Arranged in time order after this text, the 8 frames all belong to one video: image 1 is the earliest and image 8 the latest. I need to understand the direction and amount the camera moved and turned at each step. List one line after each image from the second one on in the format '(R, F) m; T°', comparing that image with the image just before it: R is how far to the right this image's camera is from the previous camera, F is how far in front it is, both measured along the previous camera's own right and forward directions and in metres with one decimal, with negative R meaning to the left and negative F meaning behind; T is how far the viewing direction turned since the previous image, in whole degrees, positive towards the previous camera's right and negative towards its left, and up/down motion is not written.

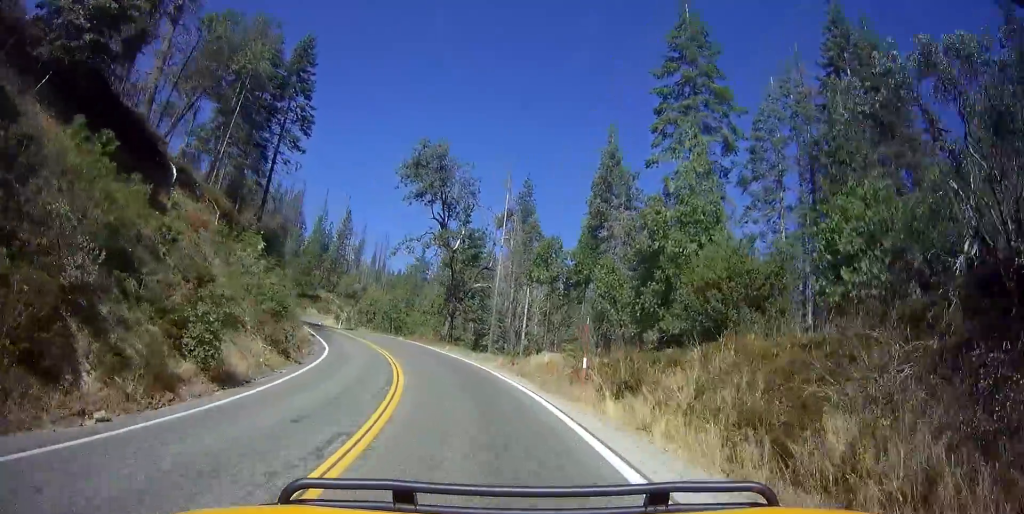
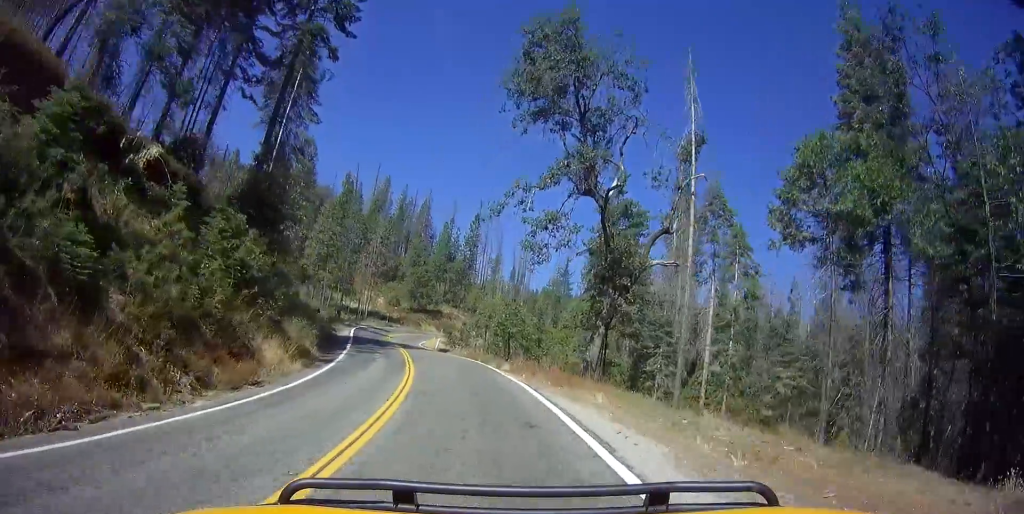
(+3.5, +23.0) m; +6°
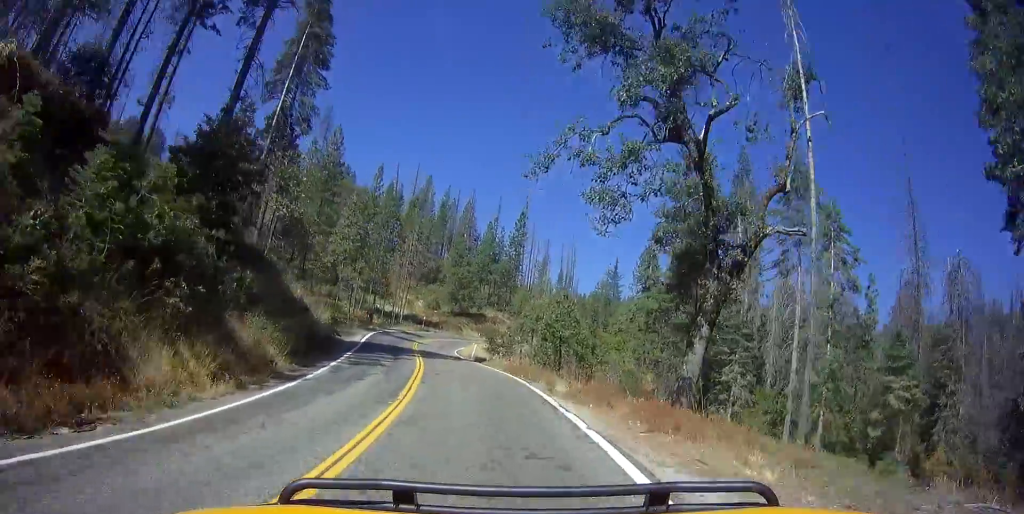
(+0.3, +7.9) m; -3°
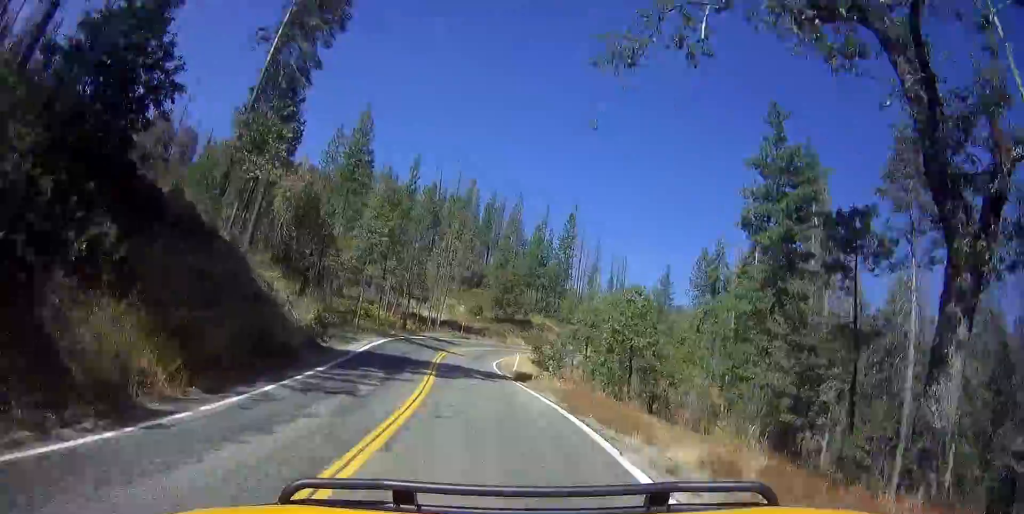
(-0.8, +8.5) m; -4°
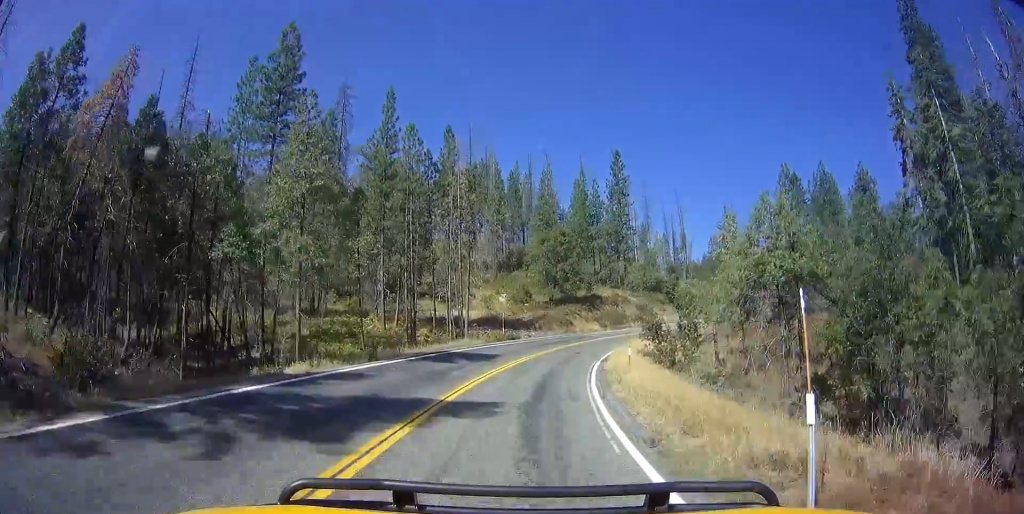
(-1.2, +28.7) m; +4°
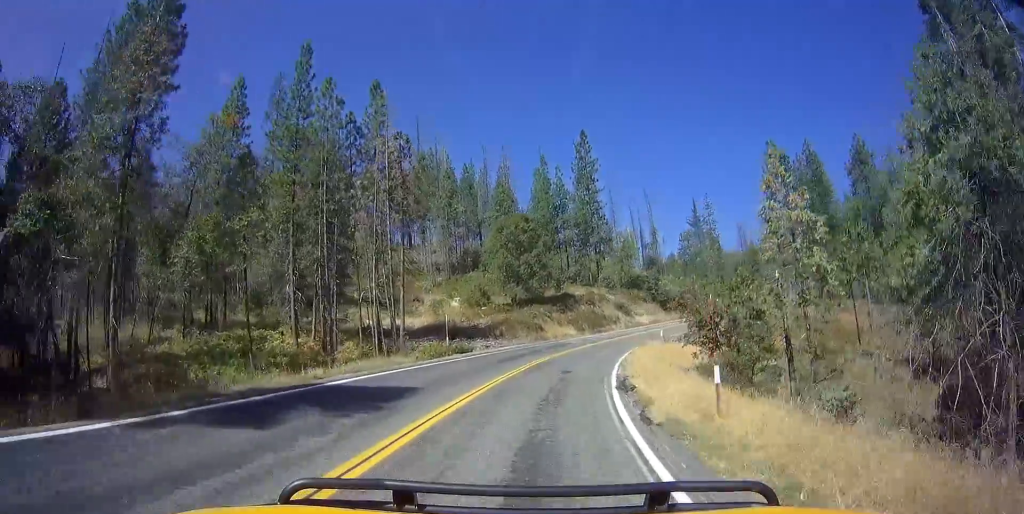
(+0.4, +13.5) m; +11°
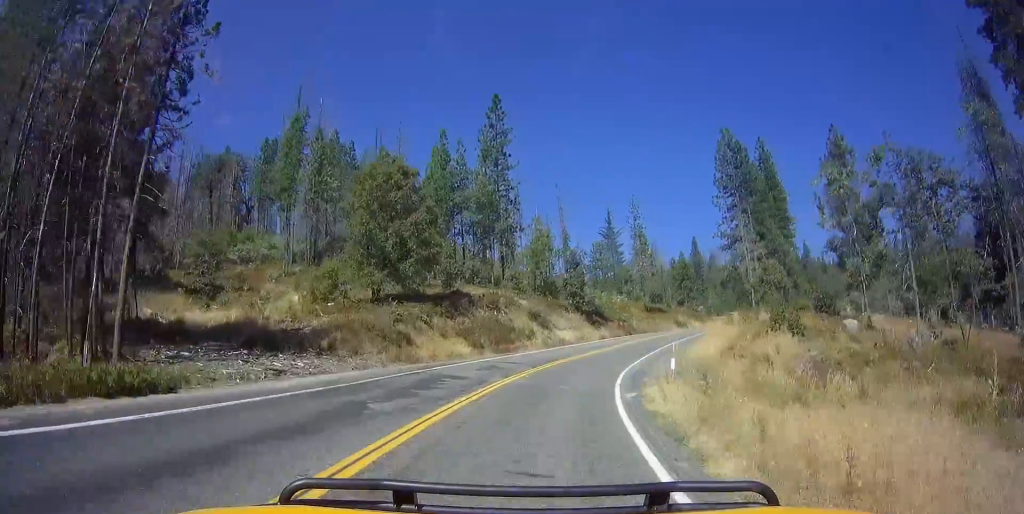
(+3.8, +21.2) m; +14°
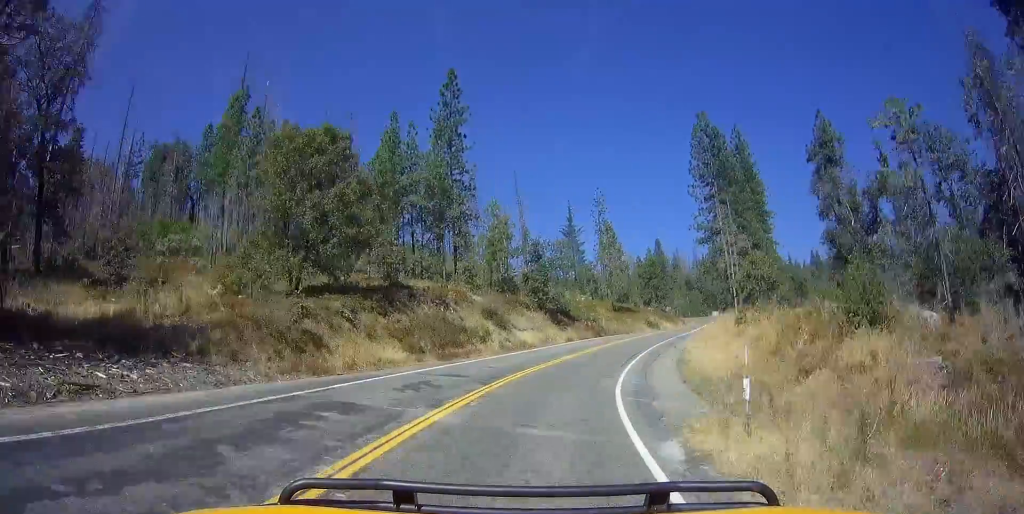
(+0.1, +7.9) m; +4°
